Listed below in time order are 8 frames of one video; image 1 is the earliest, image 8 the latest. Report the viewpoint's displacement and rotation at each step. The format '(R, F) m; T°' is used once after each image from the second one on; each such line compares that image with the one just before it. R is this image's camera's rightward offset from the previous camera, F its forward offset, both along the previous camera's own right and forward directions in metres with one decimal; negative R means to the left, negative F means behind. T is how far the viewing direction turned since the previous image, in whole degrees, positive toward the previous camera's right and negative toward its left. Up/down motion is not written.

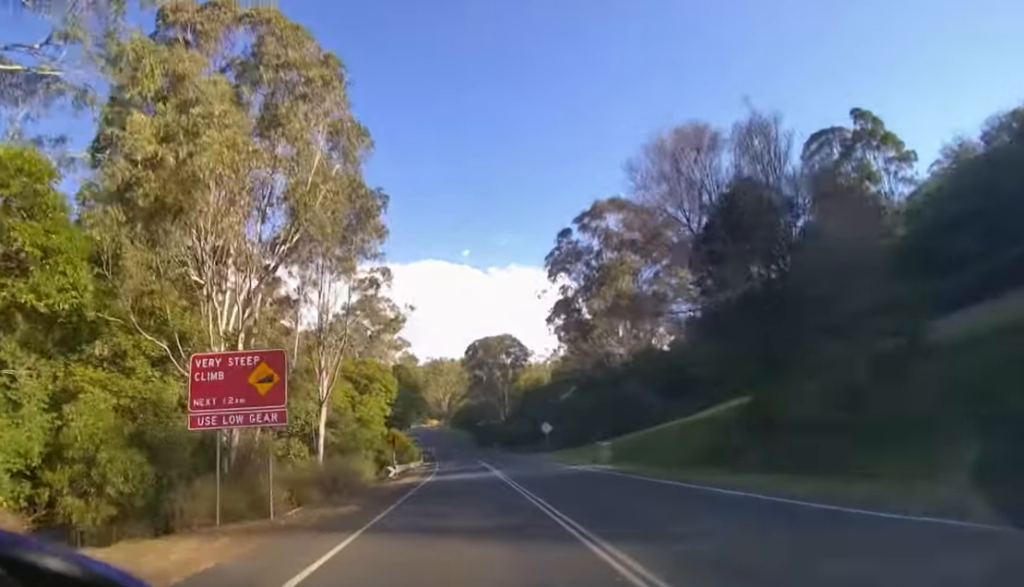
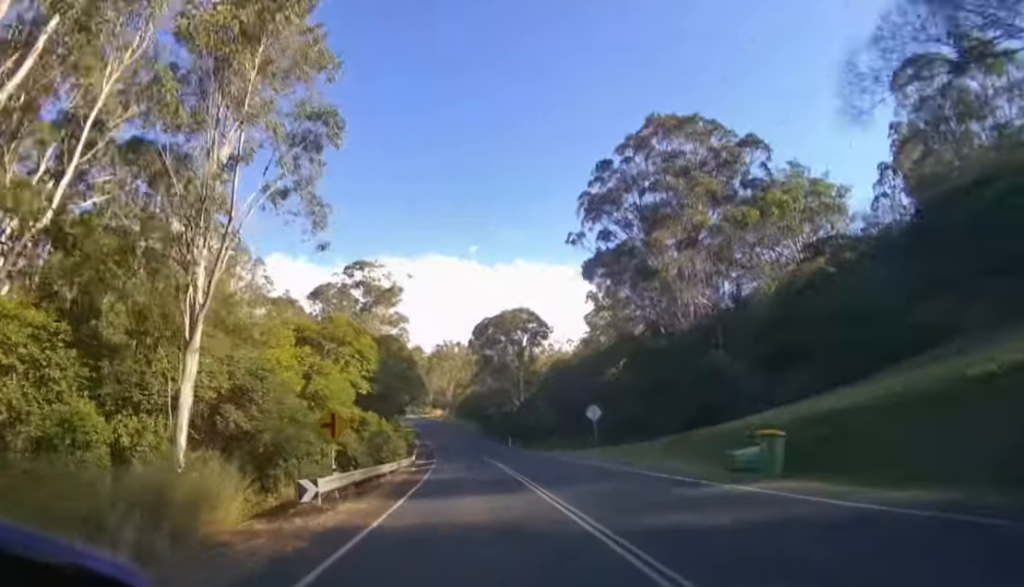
(+0.1, +14.0) m; +1°
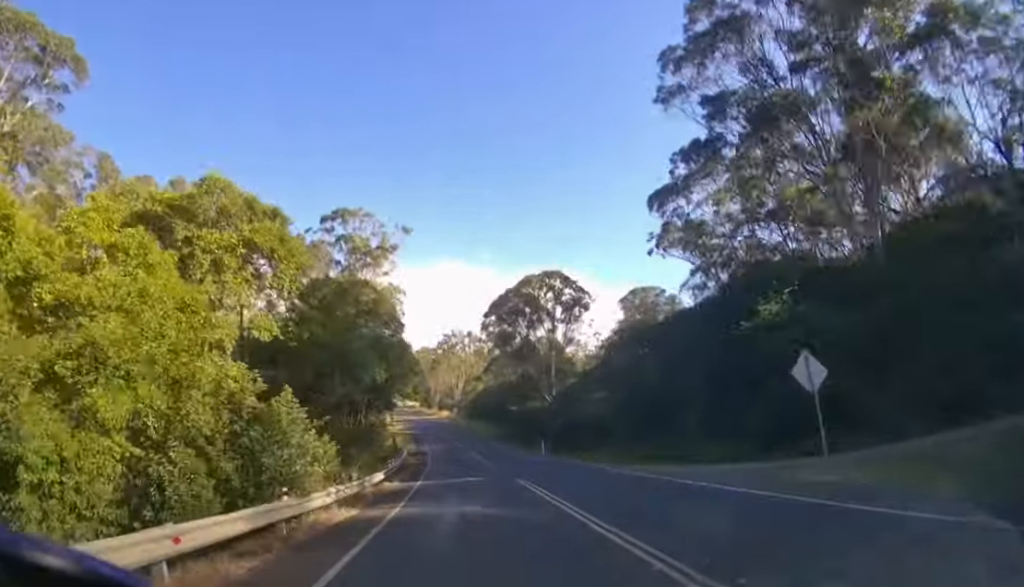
(+0.1, +17.8) m; -1°
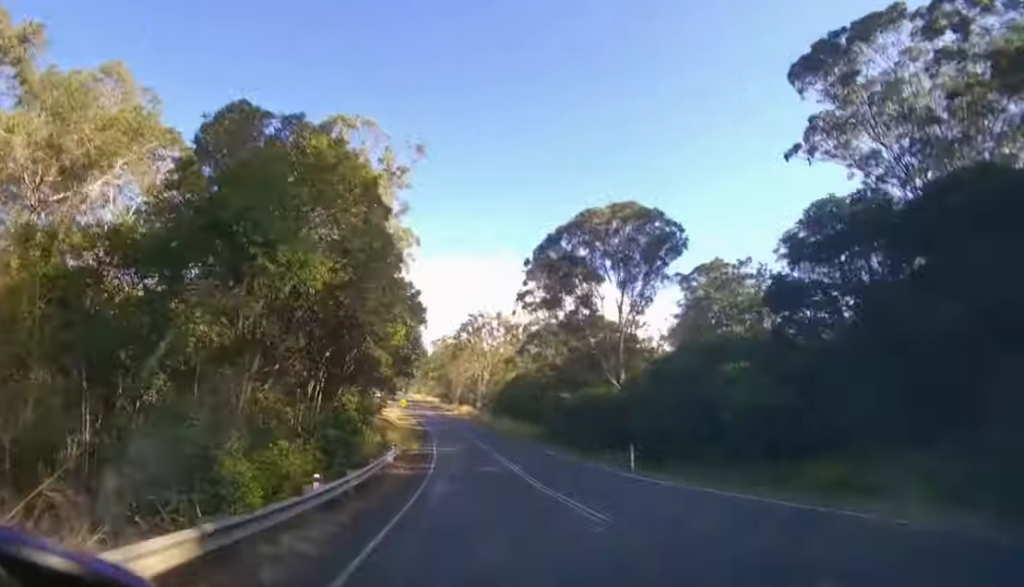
(-0.2, +16.6) m; -2°
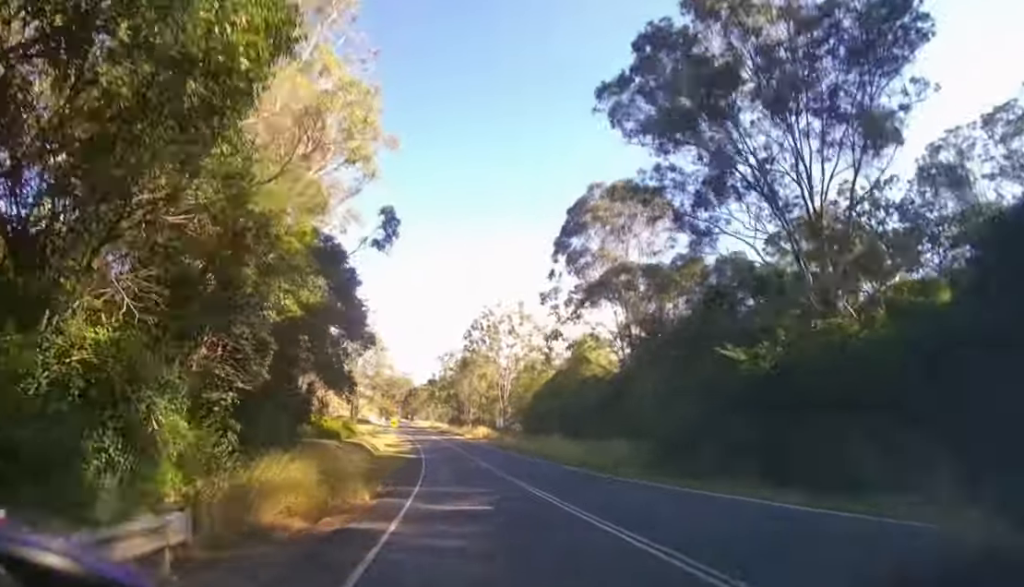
(-0.4, +22.6) m; -2°
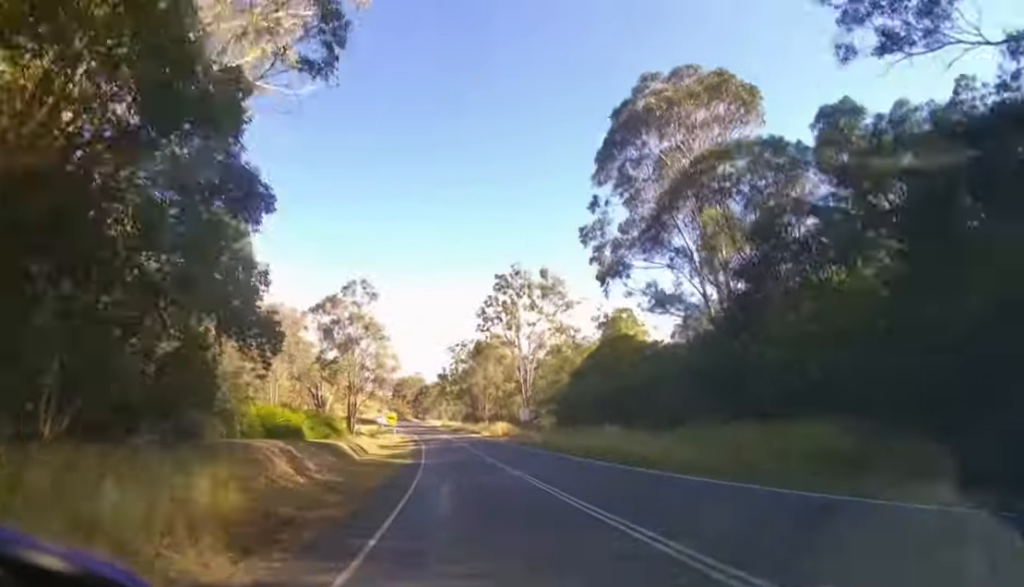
(-0.1, +11.9) m; -1°
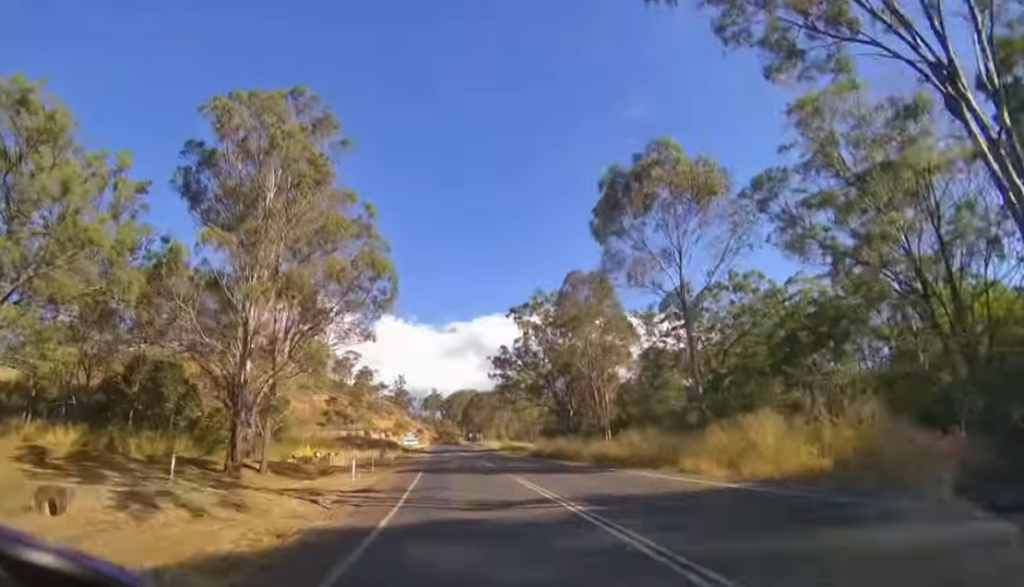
(-2.4, +49.1) m; -6°
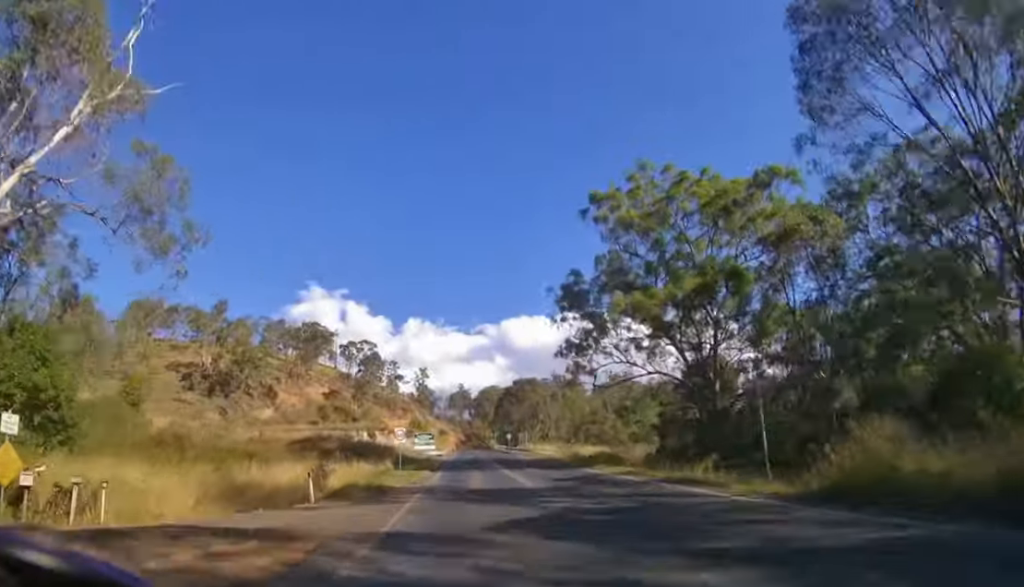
(-0.8, +25.9) m; -3°
